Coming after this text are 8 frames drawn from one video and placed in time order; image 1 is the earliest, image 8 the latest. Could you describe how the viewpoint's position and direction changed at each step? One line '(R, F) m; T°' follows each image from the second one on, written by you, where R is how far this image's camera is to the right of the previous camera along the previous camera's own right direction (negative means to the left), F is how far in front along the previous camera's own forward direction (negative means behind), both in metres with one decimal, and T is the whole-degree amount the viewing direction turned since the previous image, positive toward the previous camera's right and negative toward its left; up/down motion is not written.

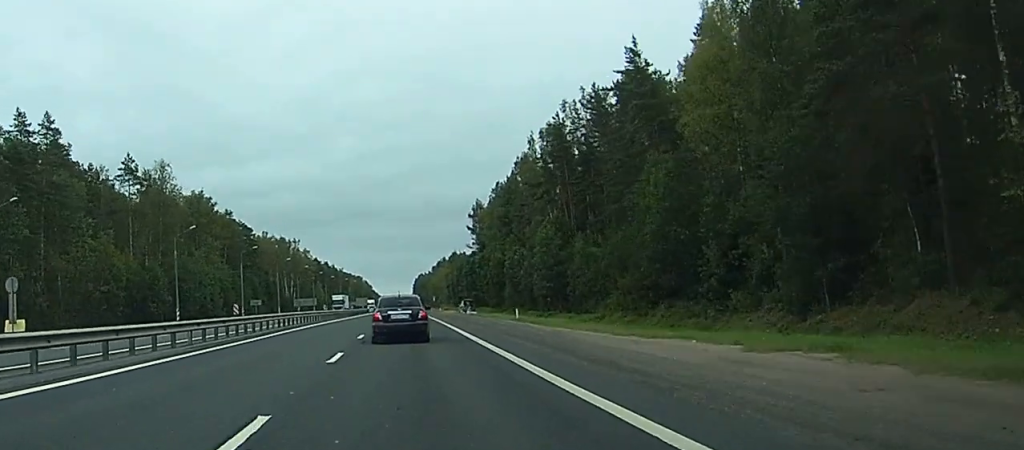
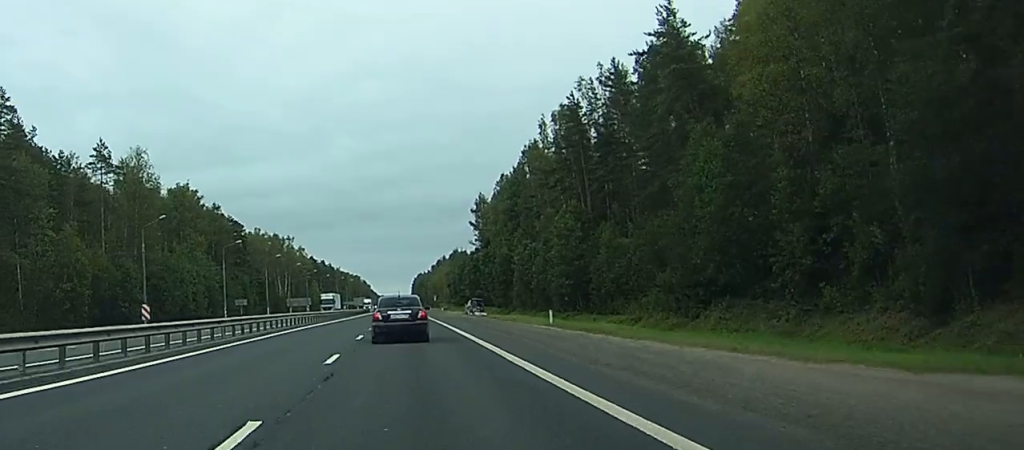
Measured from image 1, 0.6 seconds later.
(-1.6, +12.9) m; -3°
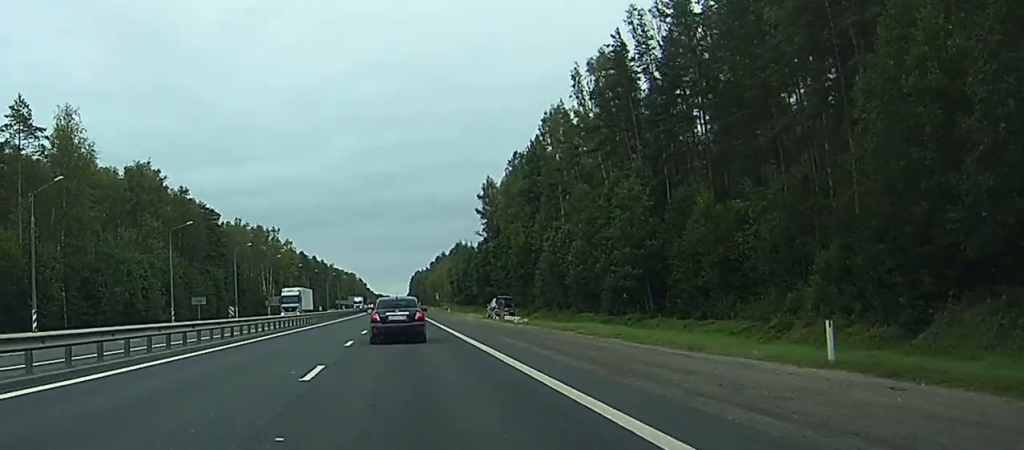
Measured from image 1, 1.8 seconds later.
(+2.6, +28.3) m; +6°
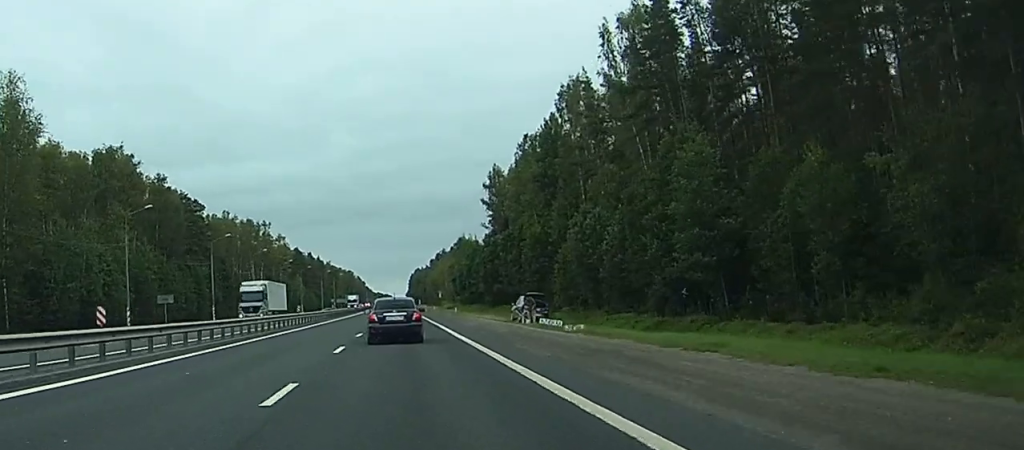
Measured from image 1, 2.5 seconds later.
(+0.2, +15.9) m; 0°
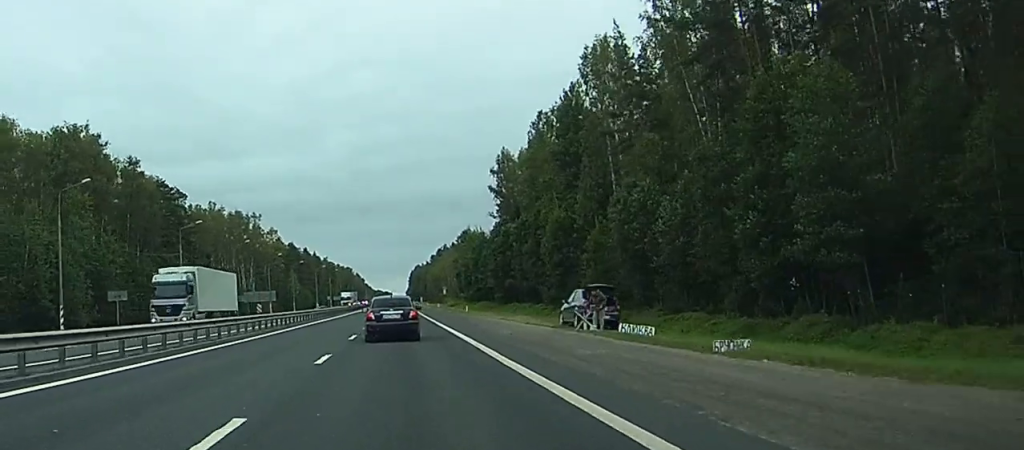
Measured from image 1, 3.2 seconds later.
(-0.1, +16.4) m; 0°
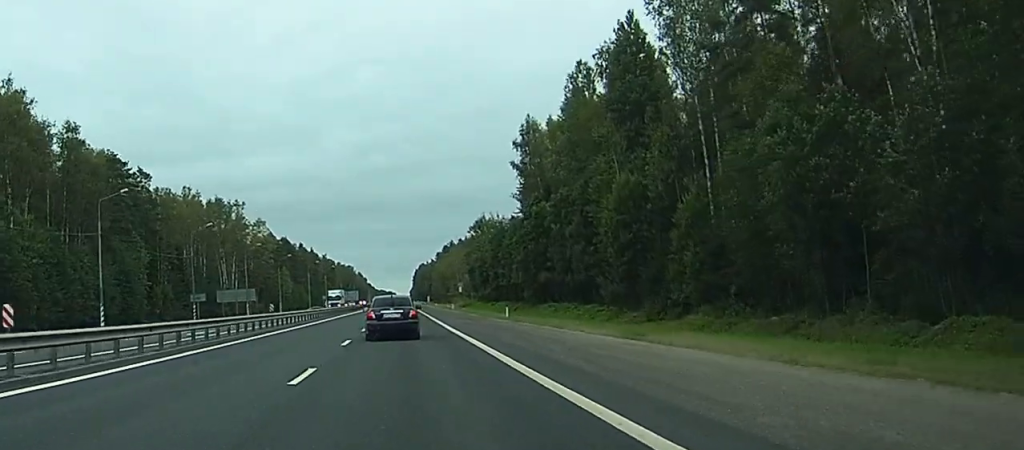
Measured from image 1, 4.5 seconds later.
(0.0, +28.3) m; 0°
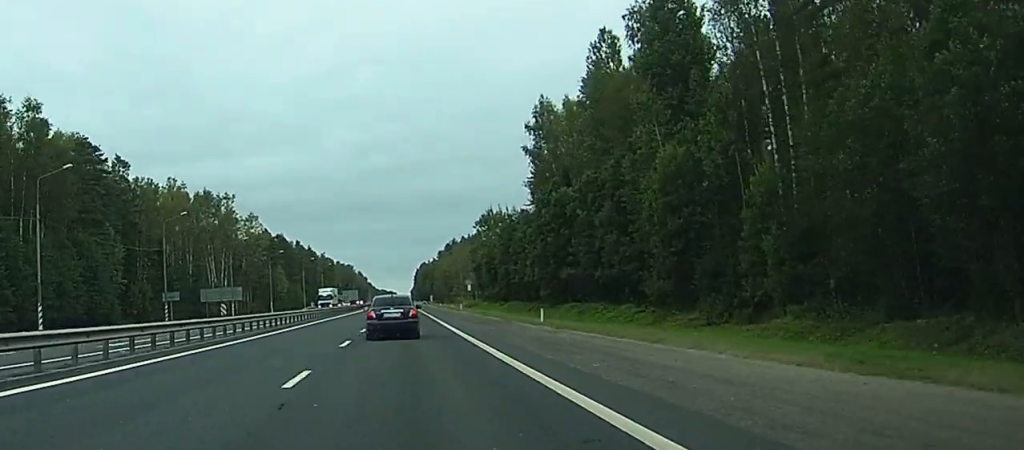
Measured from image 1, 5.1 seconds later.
(-0.1, +12.6) m; 0°
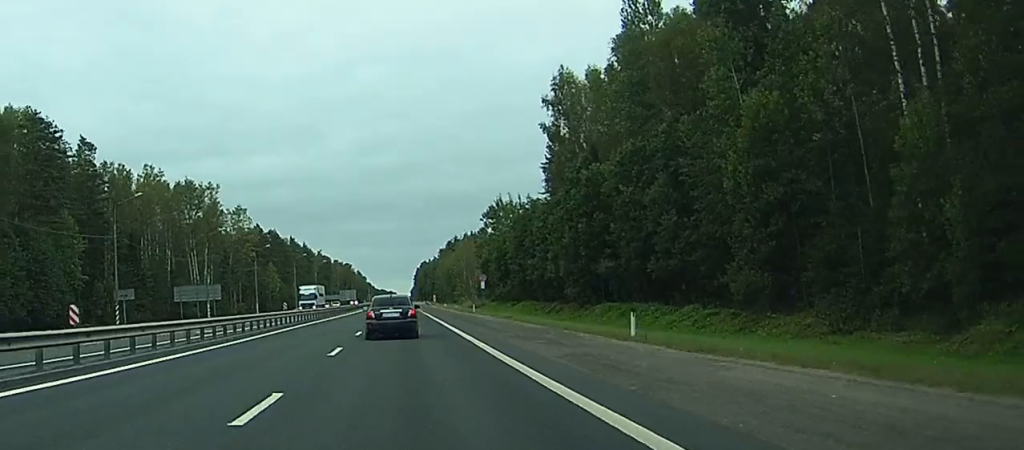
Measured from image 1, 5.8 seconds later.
(0.0, +15.6) m; 0°
